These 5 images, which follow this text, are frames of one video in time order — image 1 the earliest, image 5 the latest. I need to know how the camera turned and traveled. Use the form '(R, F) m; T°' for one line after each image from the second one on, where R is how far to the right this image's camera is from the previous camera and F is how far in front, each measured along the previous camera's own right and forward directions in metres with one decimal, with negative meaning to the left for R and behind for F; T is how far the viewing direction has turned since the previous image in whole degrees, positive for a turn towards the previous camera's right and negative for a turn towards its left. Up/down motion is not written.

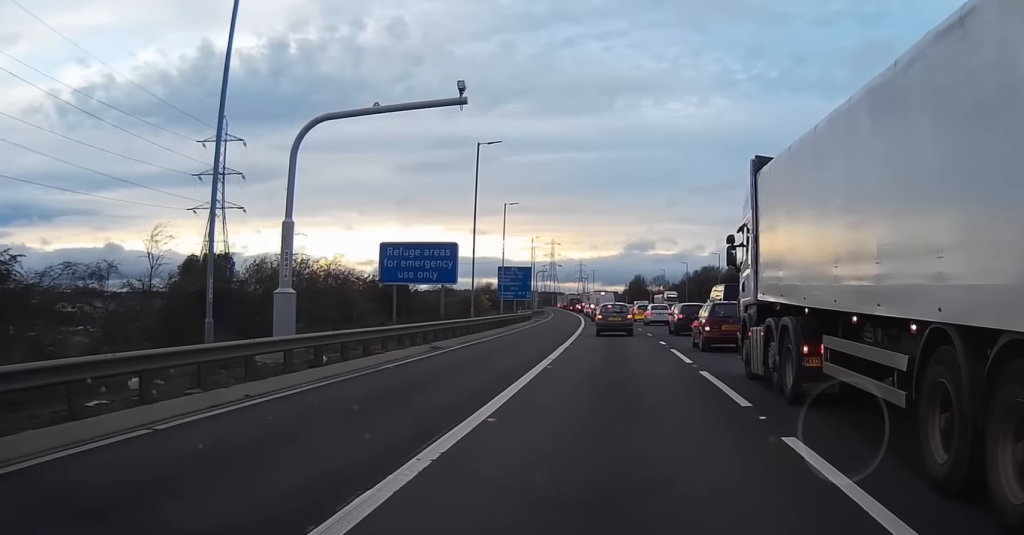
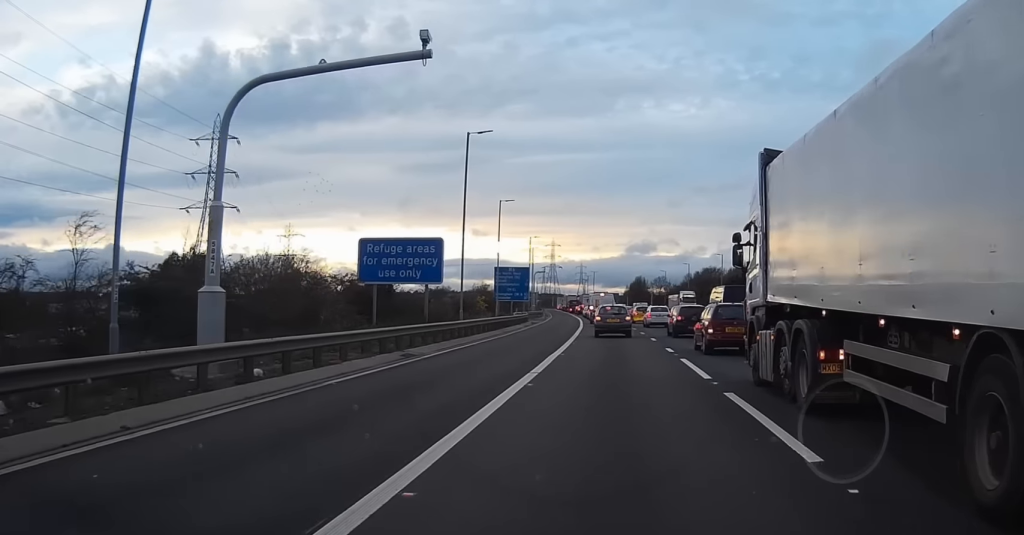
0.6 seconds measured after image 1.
(0.0, +3.5) m; 0°
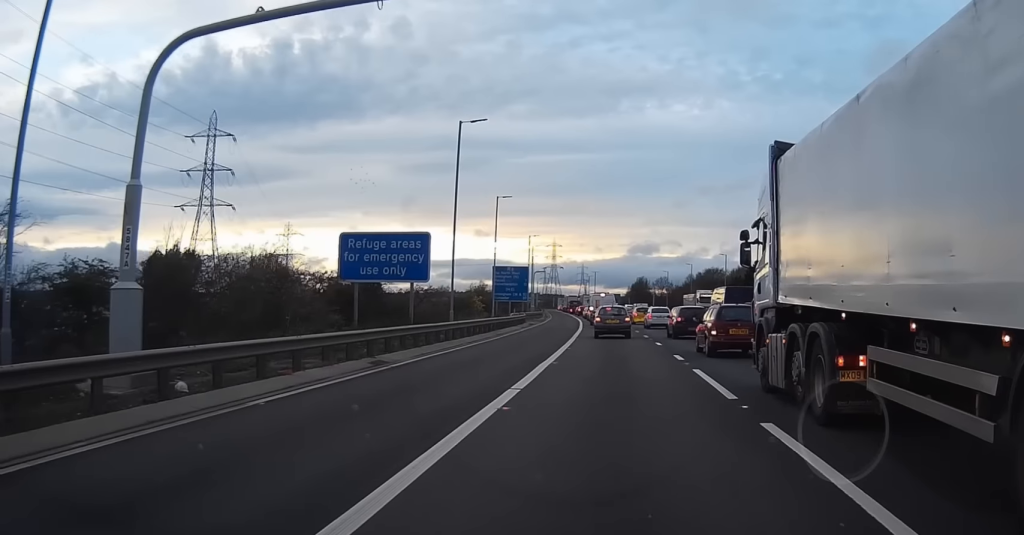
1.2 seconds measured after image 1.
(0.0, +2.9) m; 0°
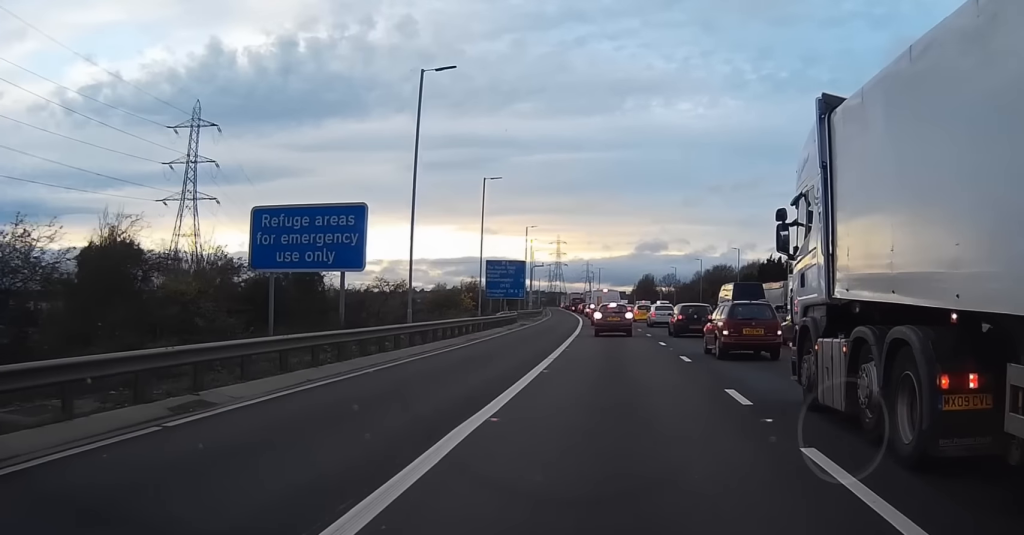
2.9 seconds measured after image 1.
(0.0, +8.6) m; -2°
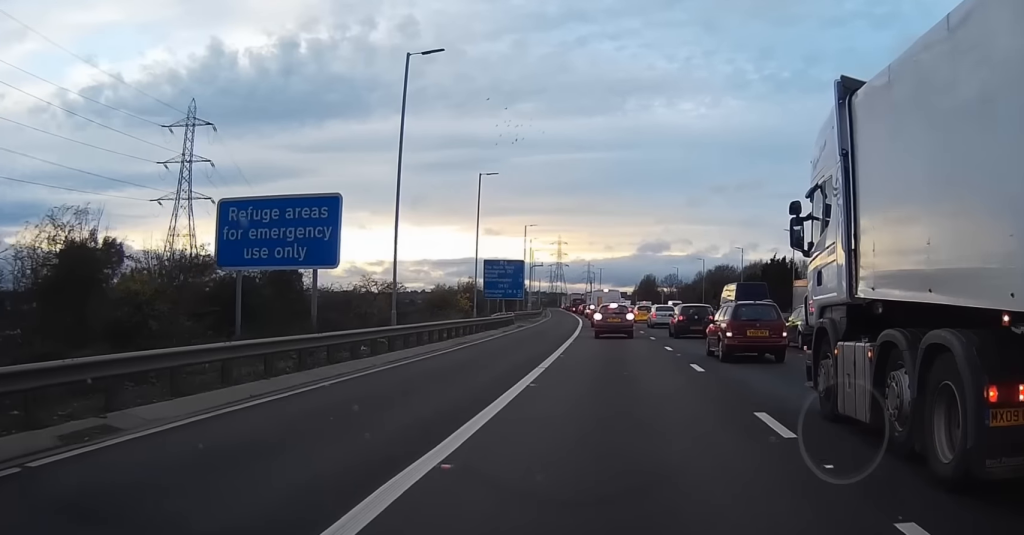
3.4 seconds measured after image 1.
(0.0, +2.7) m; 0°
